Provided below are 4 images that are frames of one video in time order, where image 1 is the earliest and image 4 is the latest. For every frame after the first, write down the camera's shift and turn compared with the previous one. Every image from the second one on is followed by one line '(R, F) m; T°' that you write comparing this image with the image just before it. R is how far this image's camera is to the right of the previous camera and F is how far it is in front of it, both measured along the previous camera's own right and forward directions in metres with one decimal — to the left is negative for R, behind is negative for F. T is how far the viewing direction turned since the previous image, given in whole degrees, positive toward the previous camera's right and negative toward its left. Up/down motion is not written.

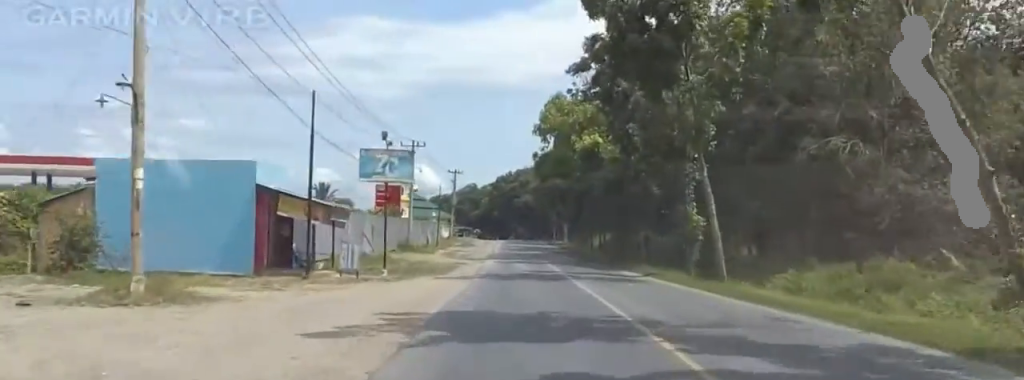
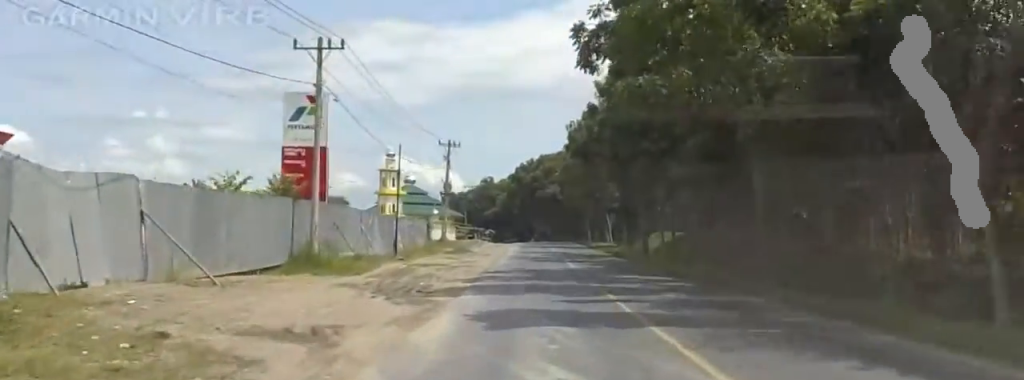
(-0.9, +37.8) m; -1°
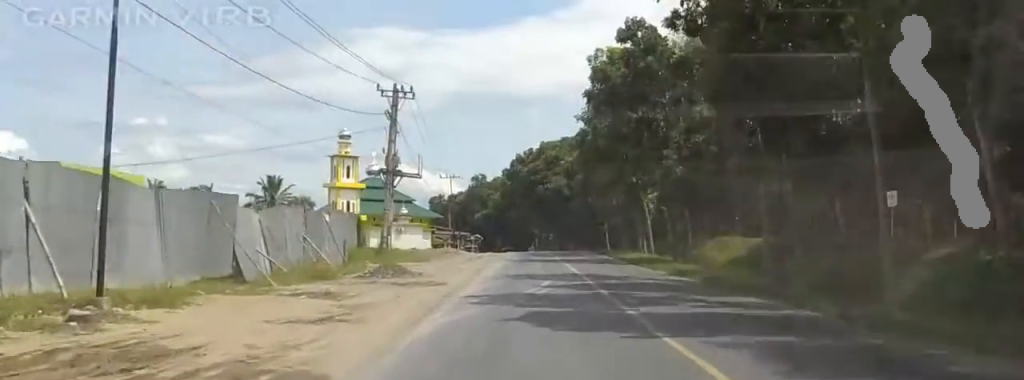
(-0.6, +32.0) m; -5°
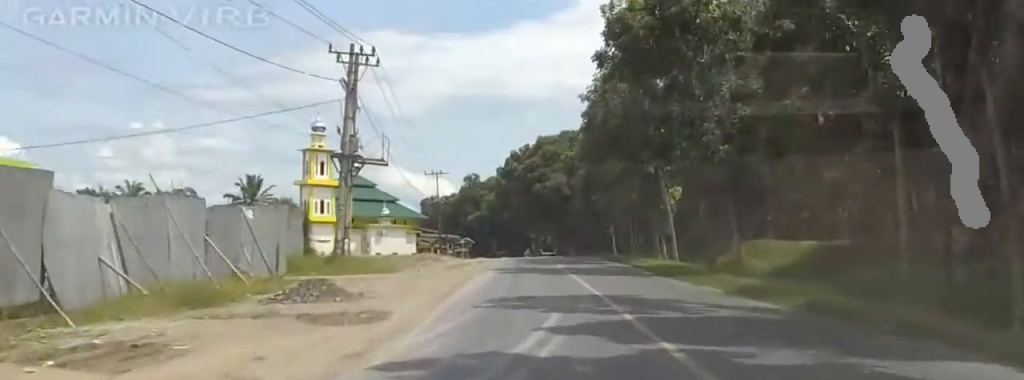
(-0.9, +10.7) m; 0°
